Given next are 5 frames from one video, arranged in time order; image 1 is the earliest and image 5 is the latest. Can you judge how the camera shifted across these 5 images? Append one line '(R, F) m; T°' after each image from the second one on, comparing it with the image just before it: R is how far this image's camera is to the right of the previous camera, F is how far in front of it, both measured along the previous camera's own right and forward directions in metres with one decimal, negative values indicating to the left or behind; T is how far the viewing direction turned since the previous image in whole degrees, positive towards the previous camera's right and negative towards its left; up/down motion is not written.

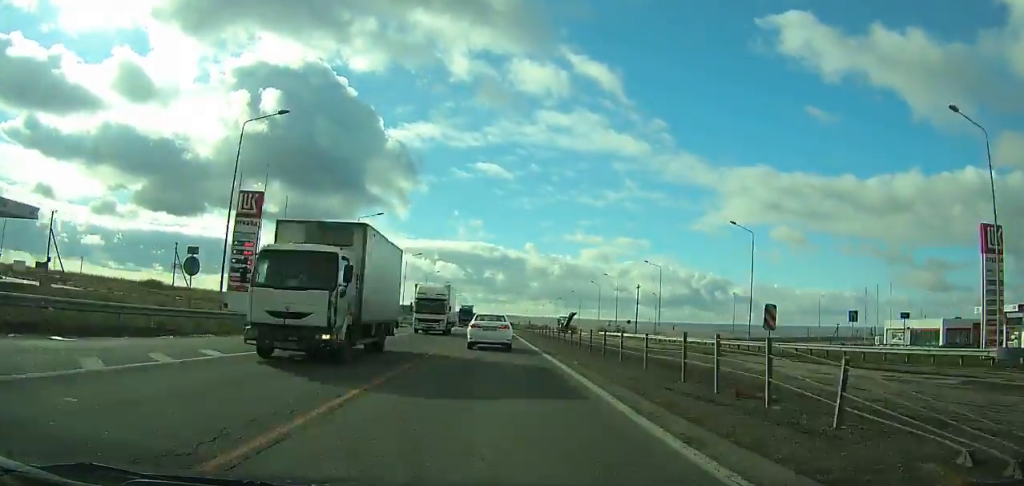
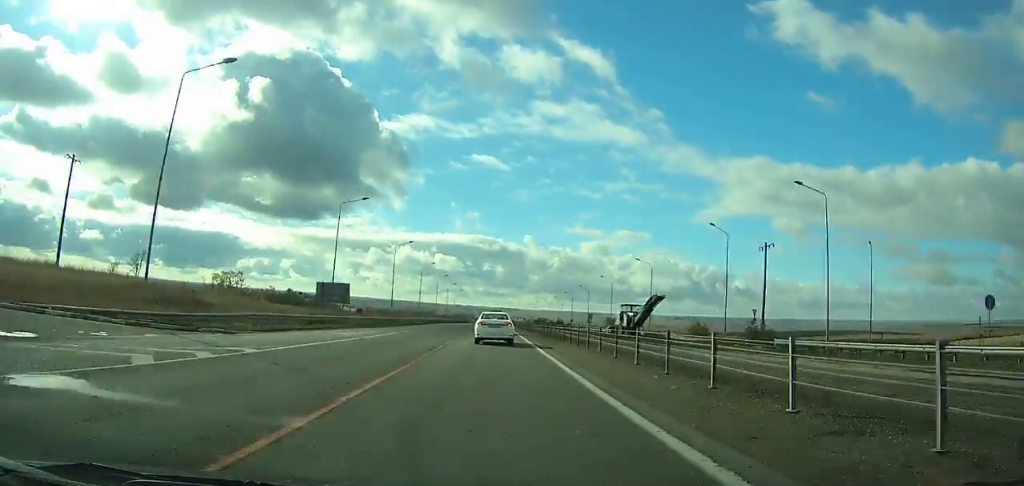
(+0.4, +69.3) m; 0°
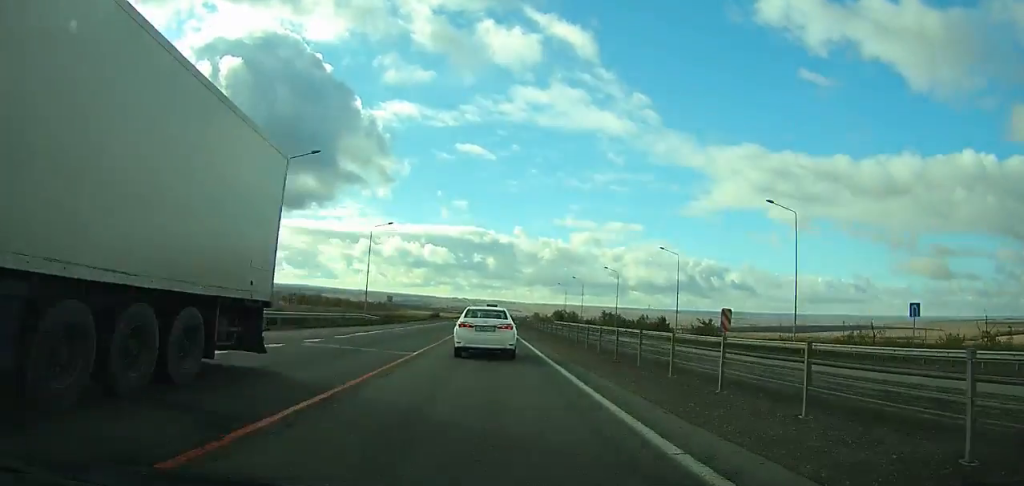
(+0.1, +132.4) m; 0°
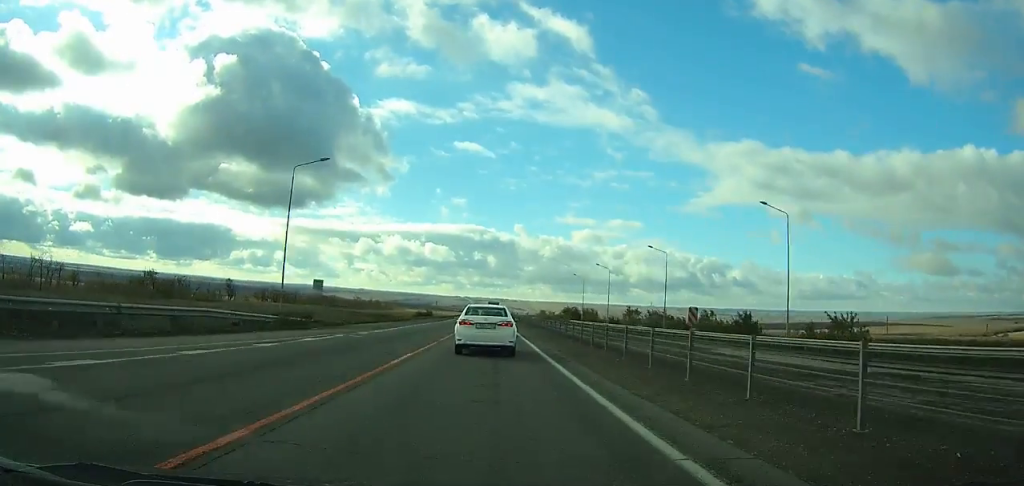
(+0.1, +29.1) m; 0°
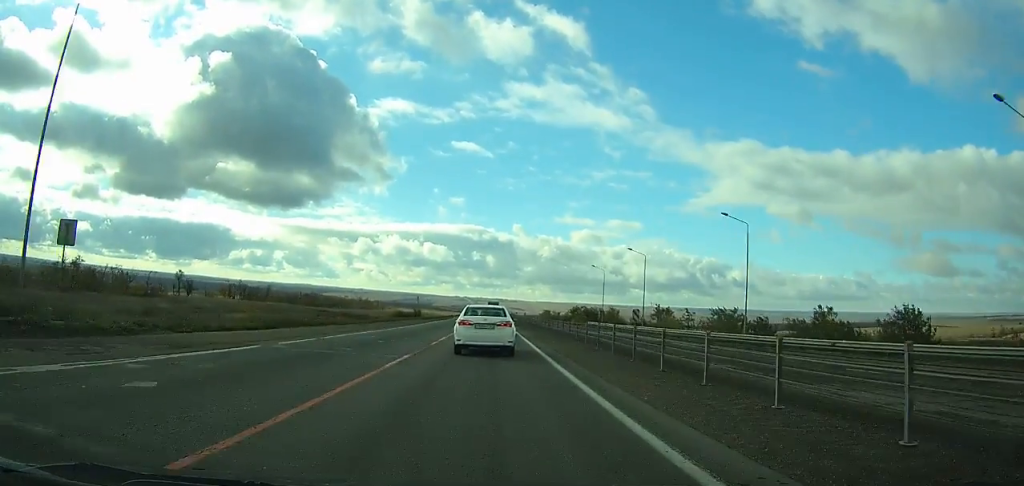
(0.0, +25.5) m; 0°
